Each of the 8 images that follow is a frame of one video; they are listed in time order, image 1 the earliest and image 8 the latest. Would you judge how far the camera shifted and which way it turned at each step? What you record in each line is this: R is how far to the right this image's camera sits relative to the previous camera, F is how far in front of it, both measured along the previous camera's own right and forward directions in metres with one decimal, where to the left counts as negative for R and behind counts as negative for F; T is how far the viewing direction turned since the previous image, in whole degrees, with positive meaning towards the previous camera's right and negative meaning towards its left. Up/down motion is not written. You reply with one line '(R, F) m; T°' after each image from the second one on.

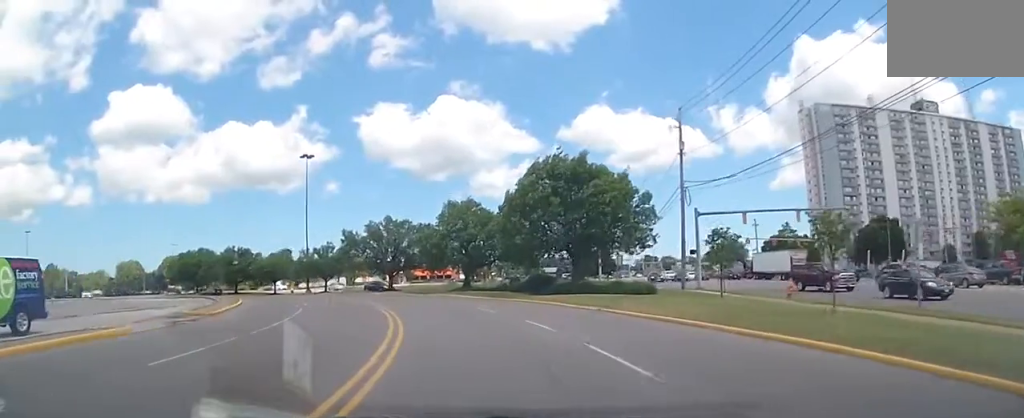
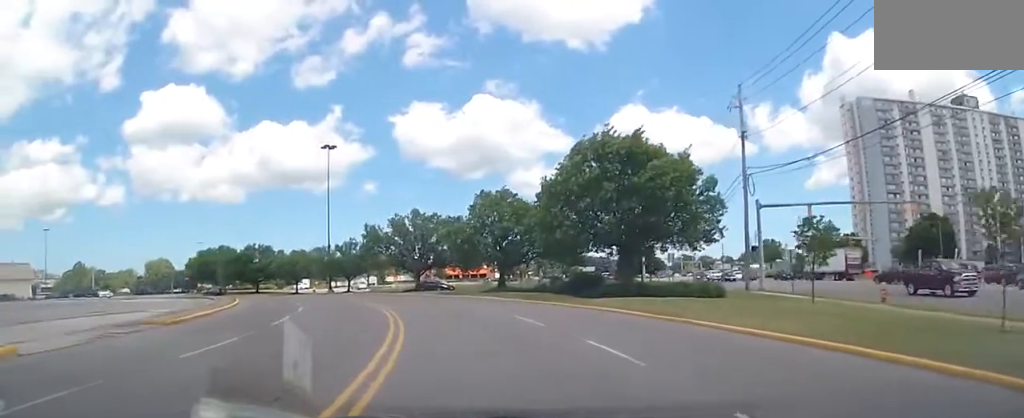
(-0.1, +5.2) m; -4°
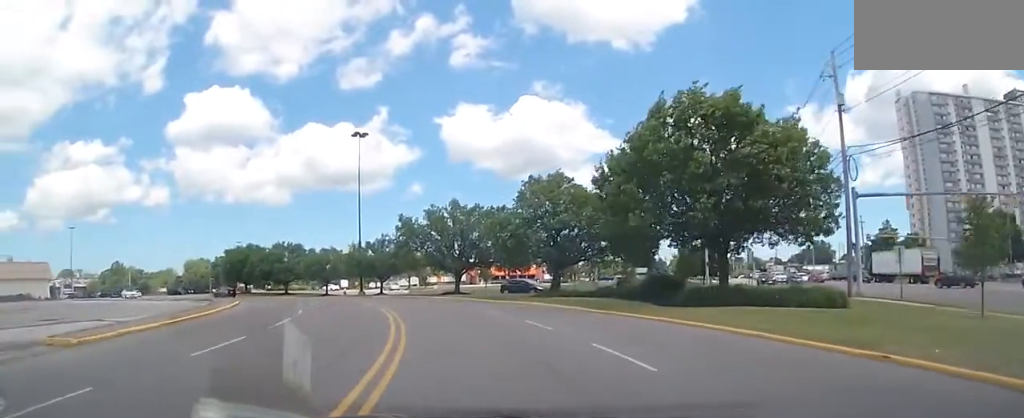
(-0.3, +6.5) m; -5°
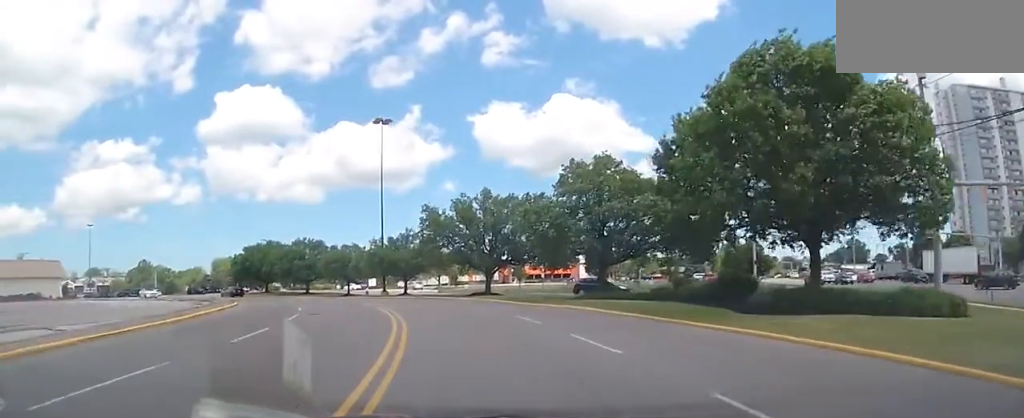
(-0.1, +4.9) m; -4°
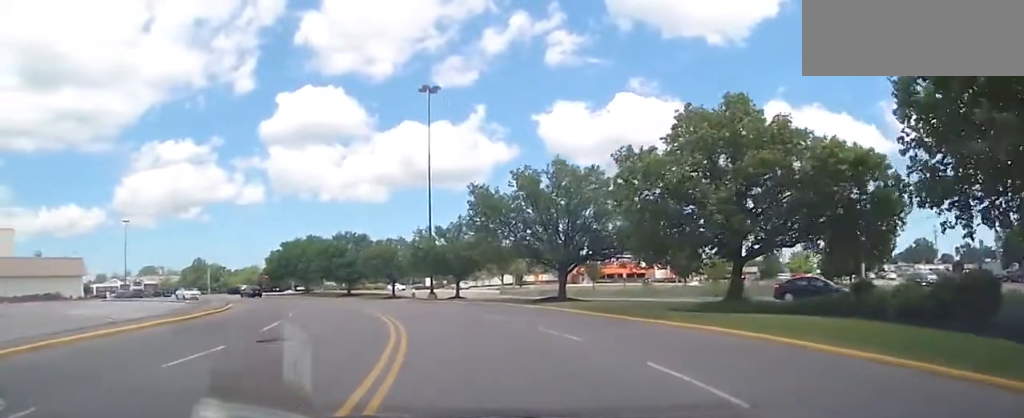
(-0.7, +9.6) m; -5°
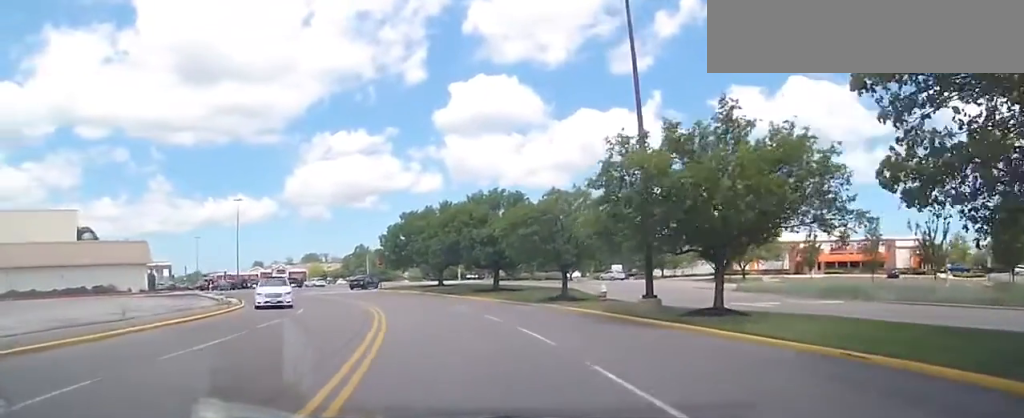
(-3.3, +23.3) m; -21°
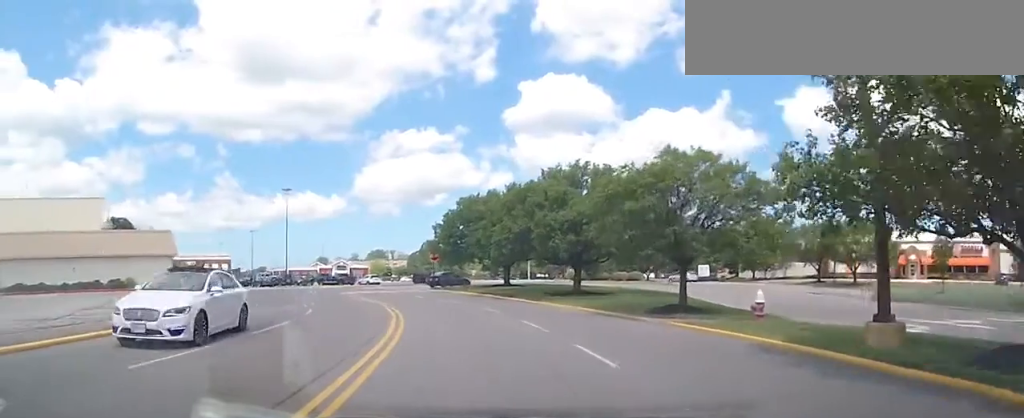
(-0.8, +8.5) m; -7°
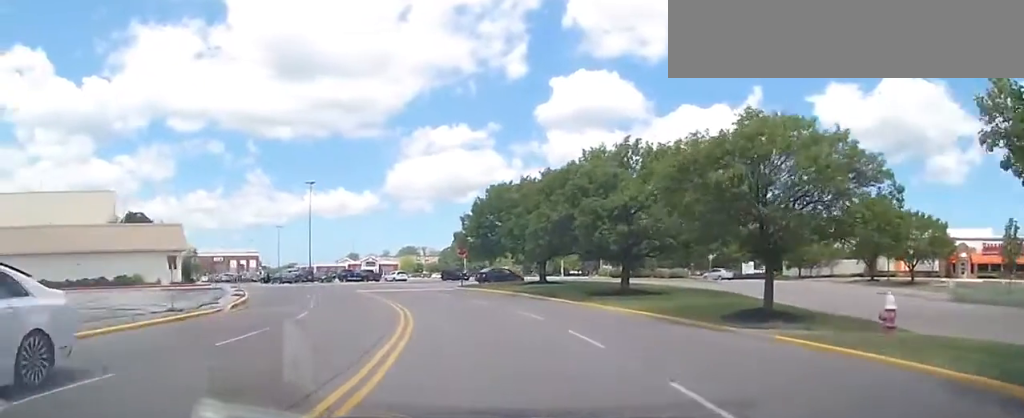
(-0.1, +3.9) m; -2°
